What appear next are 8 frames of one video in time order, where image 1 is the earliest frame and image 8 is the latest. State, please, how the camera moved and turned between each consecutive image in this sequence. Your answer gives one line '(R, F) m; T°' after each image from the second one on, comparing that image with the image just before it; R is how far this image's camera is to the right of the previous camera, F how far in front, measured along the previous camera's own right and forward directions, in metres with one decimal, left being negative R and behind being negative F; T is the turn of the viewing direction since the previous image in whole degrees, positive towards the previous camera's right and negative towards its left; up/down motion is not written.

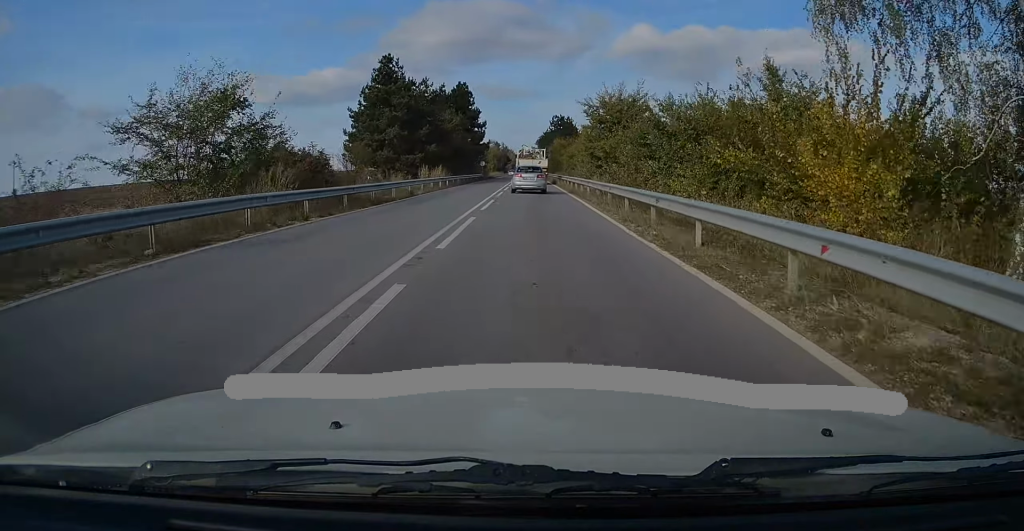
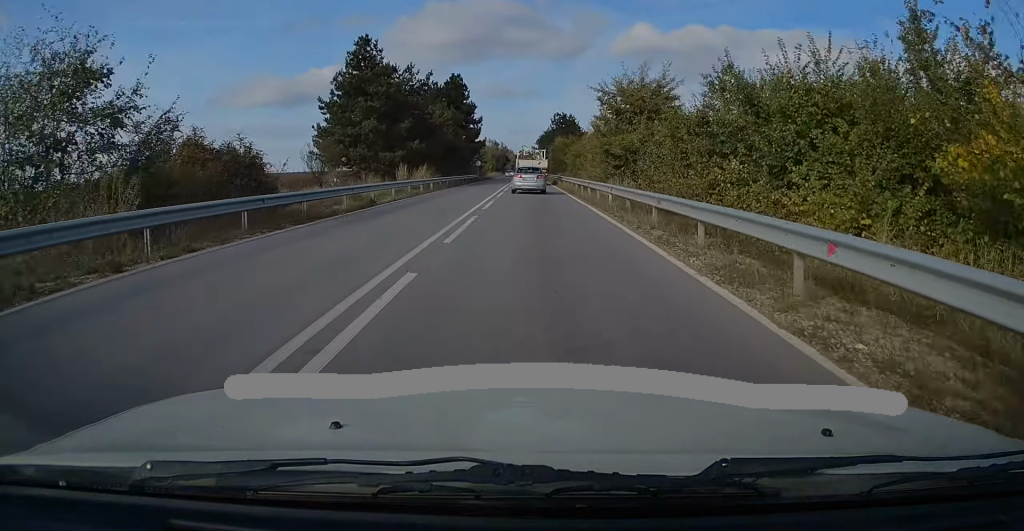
(+0.1, +8.1) m; 0°
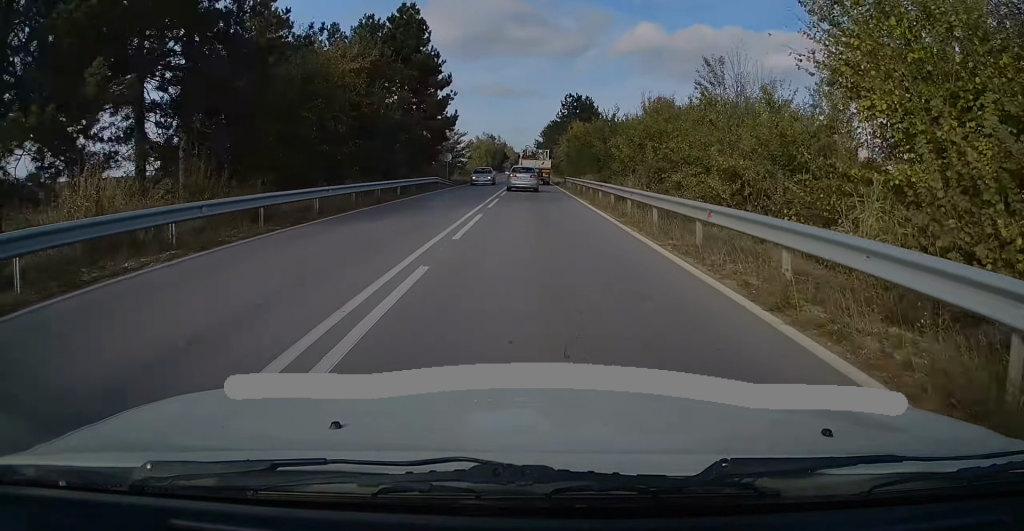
(+0.3, +35.2) m; +1°
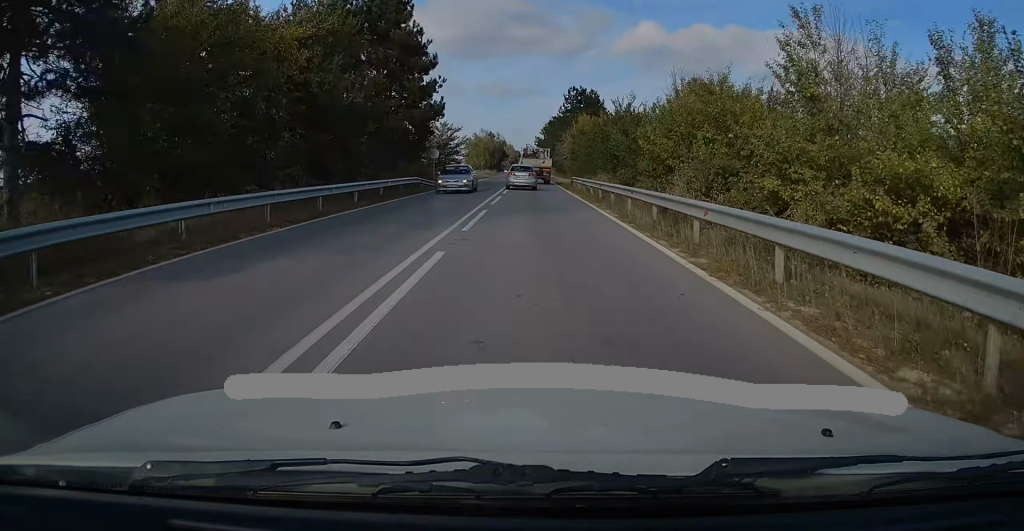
(0.0, +7.7) m; 0°
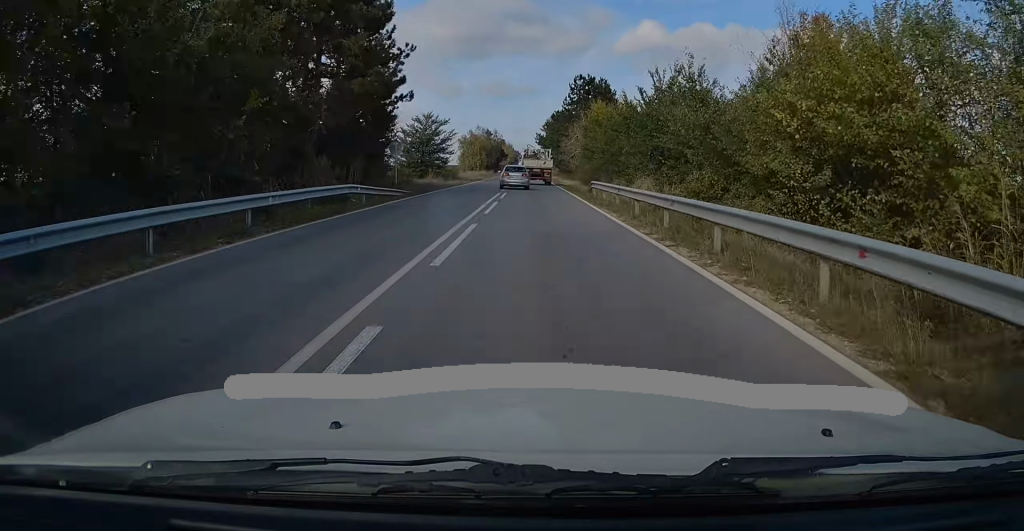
(-0.1, +13.3) m; 0°
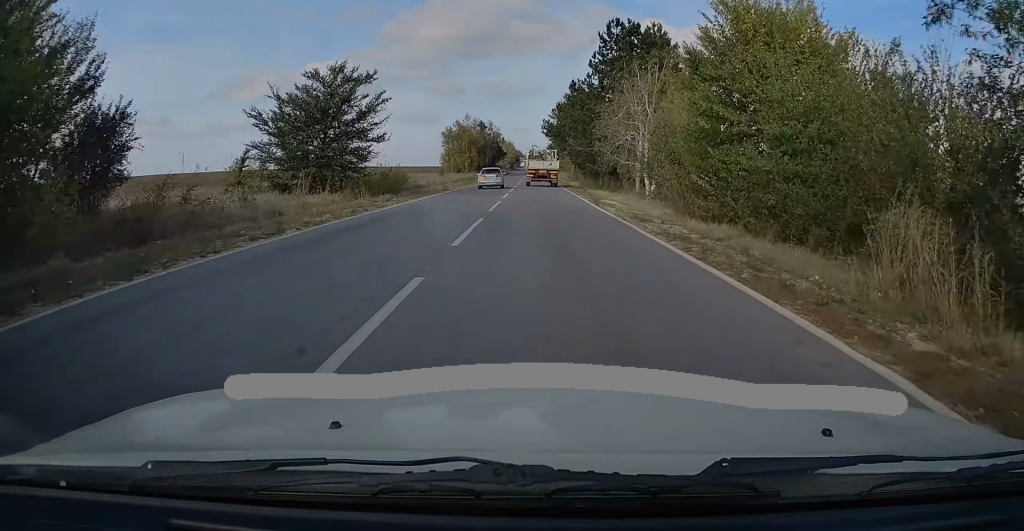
(-0.1, +33.9) m; 0°
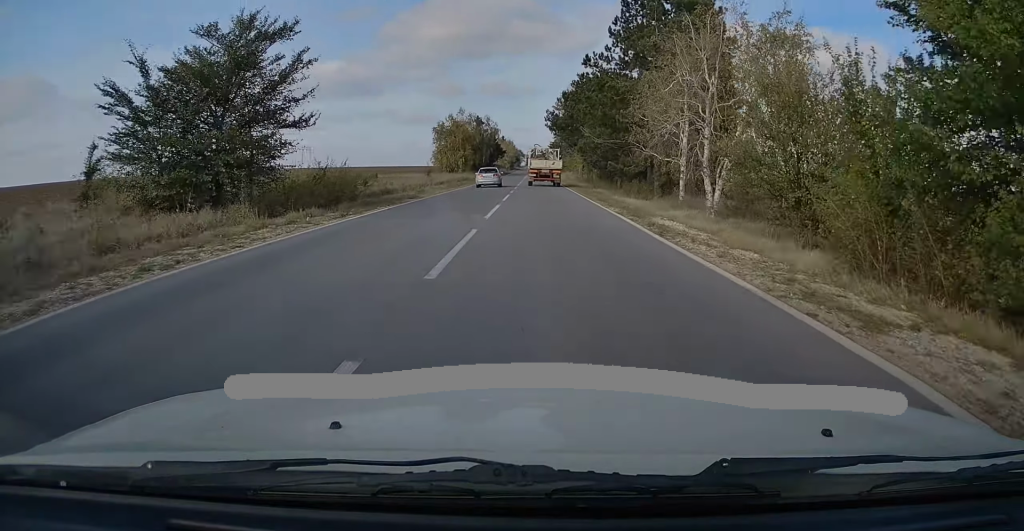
(0.0, +11.9) m; 0°
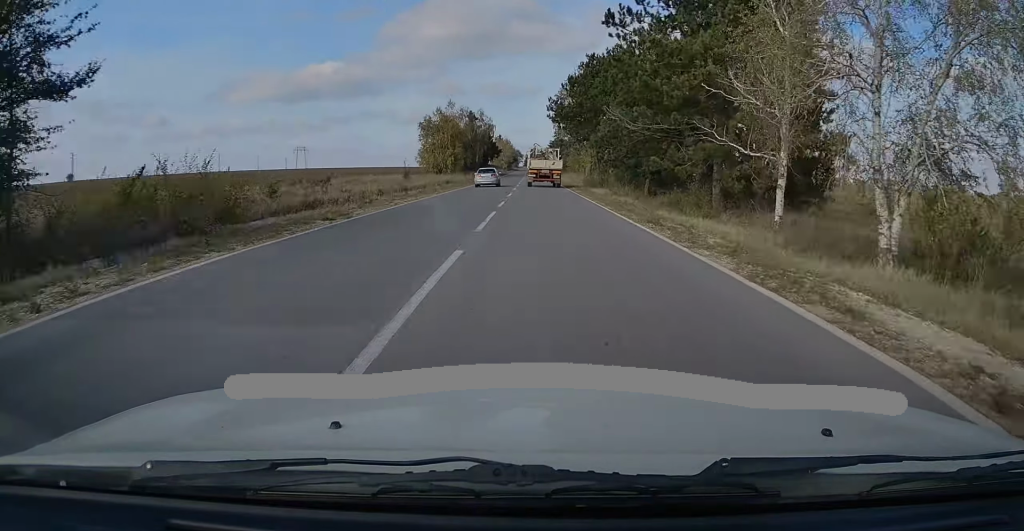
(-0.1, +12.1) m; 0°
